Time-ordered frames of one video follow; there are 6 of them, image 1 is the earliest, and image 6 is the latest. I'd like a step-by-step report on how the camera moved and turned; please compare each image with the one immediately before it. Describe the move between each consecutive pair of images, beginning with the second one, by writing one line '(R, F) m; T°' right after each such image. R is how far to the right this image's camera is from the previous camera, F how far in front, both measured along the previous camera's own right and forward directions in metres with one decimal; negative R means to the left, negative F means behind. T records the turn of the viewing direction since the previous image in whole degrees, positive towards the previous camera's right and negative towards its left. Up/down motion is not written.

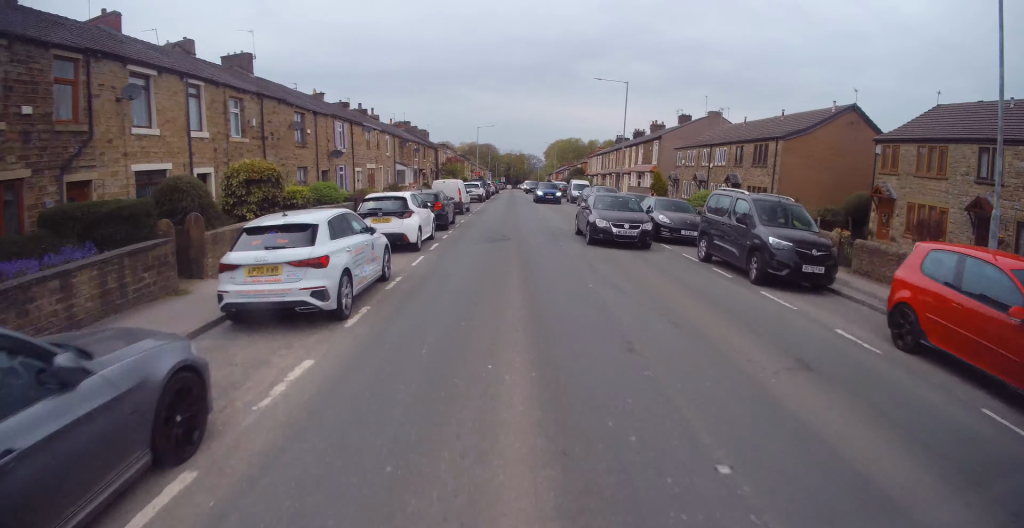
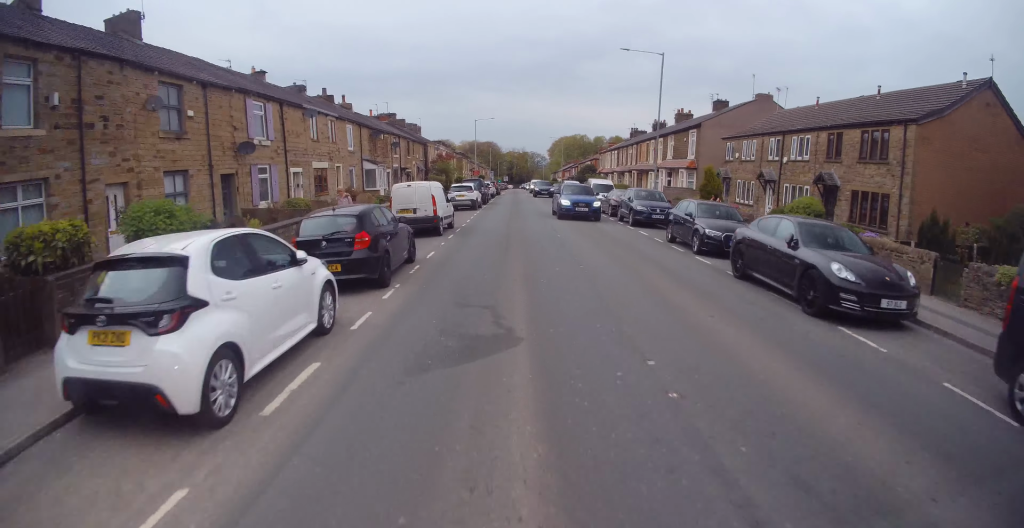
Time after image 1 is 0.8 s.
(0.0, +9.6) m; 0°
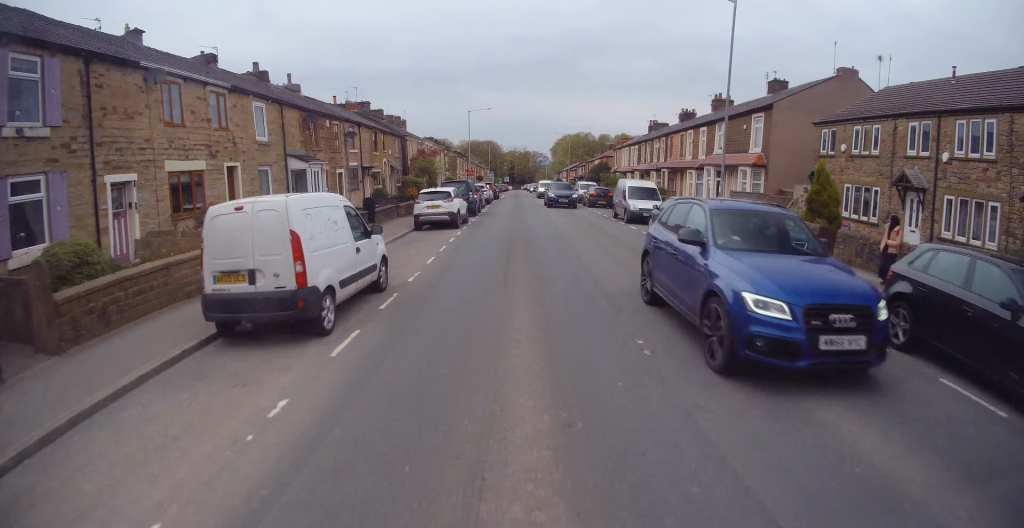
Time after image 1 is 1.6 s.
(-0.1, +11.0) m; 0°
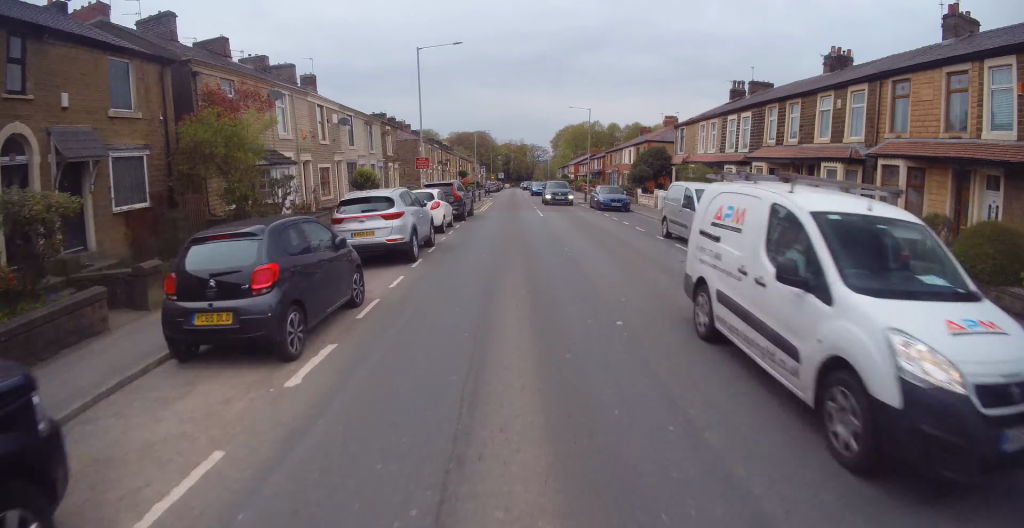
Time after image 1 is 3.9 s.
(+0.4, +29.5) m; +2°
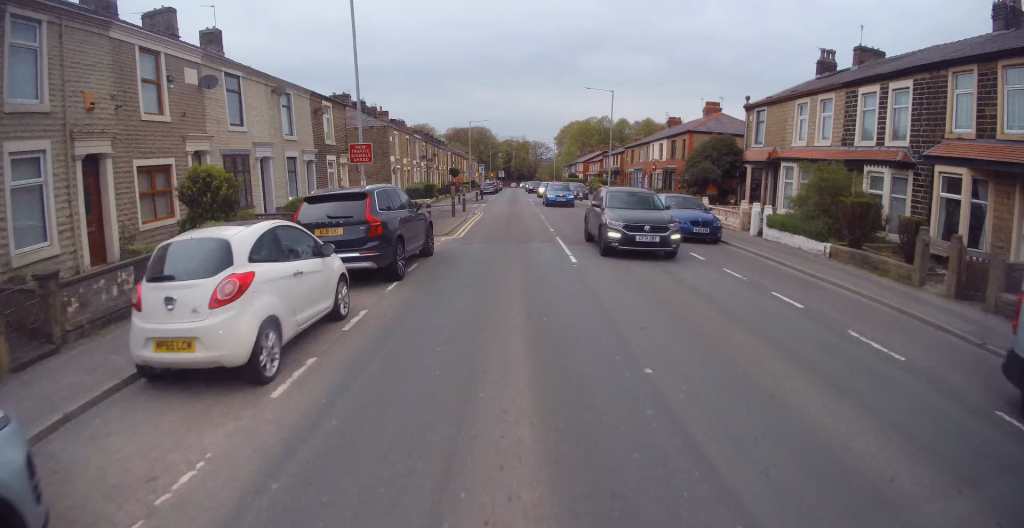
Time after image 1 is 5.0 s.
(0.0, +13.5) m; -1°
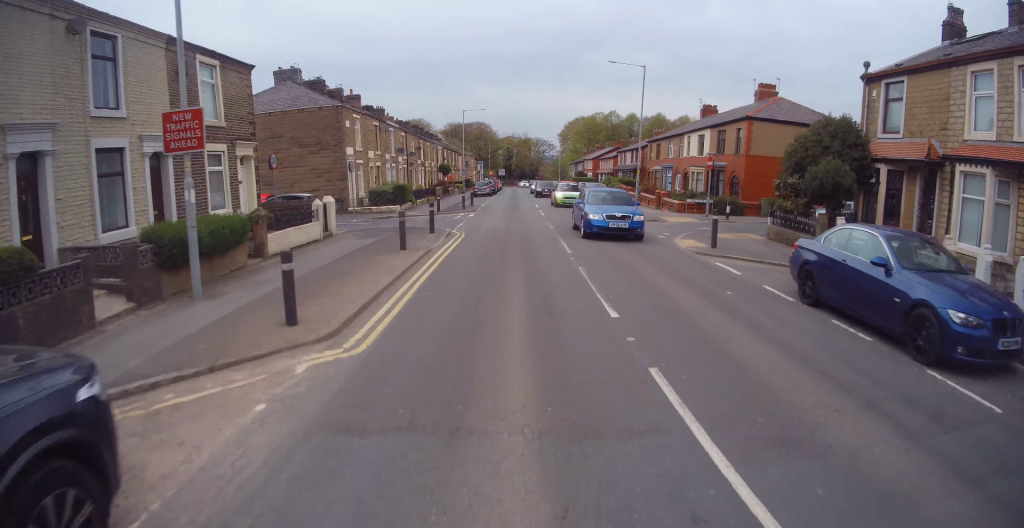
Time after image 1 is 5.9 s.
(-0.2, +11.2) m; -1°
